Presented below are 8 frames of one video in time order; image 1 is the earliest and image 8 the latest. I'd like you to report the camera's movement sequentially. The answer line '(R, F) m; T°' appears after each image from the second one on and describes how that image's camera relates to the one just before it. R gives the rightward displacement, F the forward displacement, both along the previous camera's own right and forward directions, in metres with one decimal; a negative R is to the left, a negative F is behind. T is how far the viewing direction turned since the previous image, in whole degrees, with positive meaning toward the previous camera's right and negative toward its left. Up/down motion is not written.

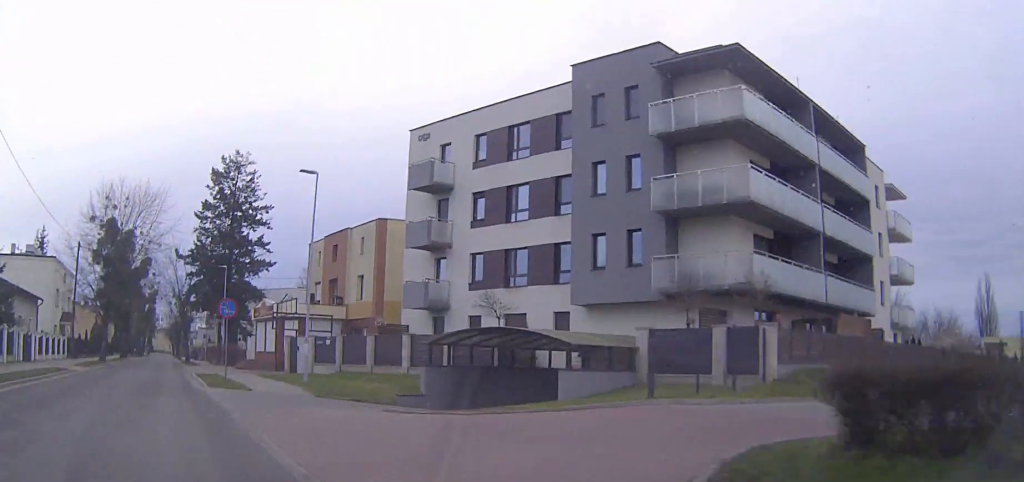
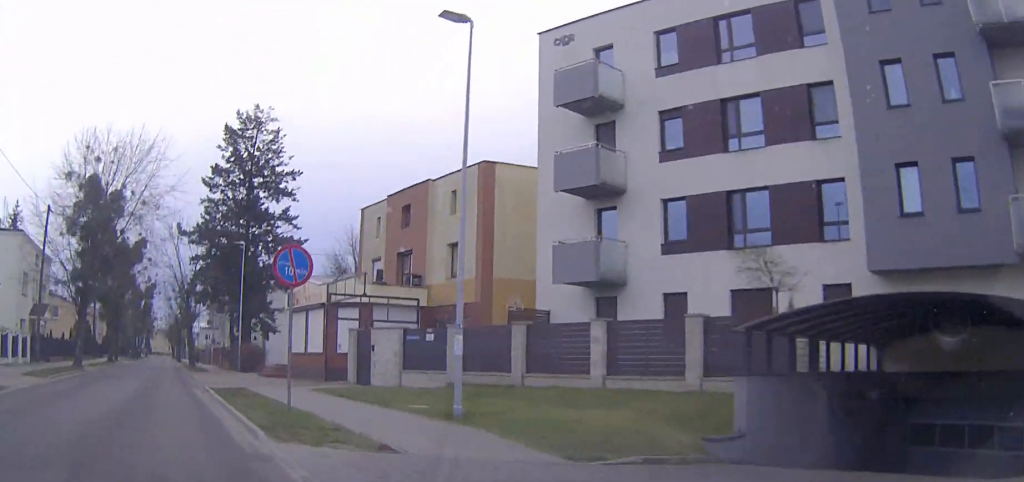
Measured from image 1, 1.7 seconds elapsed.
(-0.1, +15.0) m; 0°
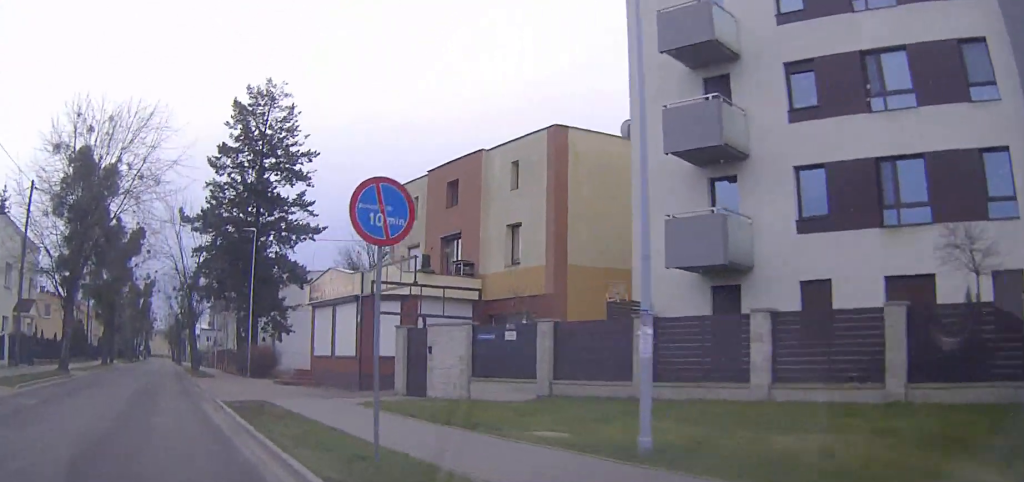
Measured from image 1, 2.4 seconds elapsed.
(0.0, +5.8) m; 0°
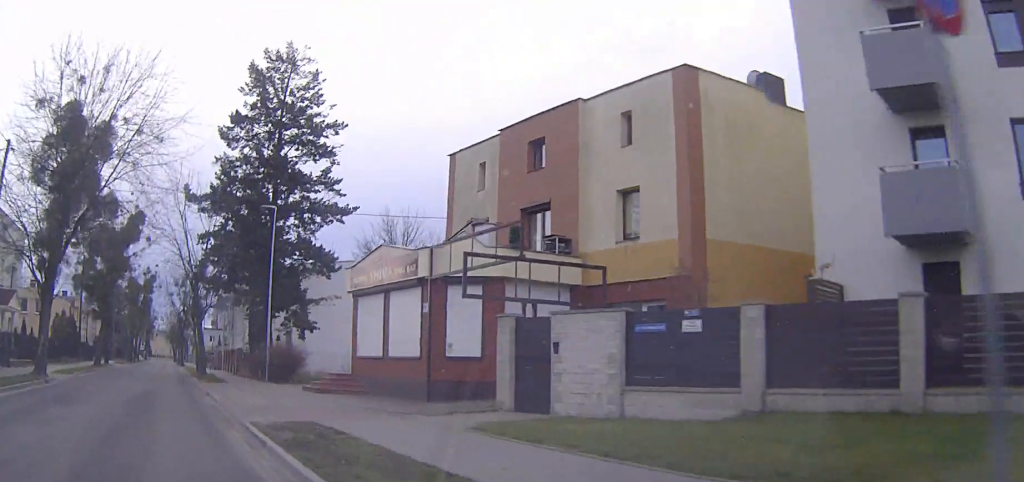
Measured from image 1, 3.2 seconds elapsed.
(0.0, +6.9) m; 0°
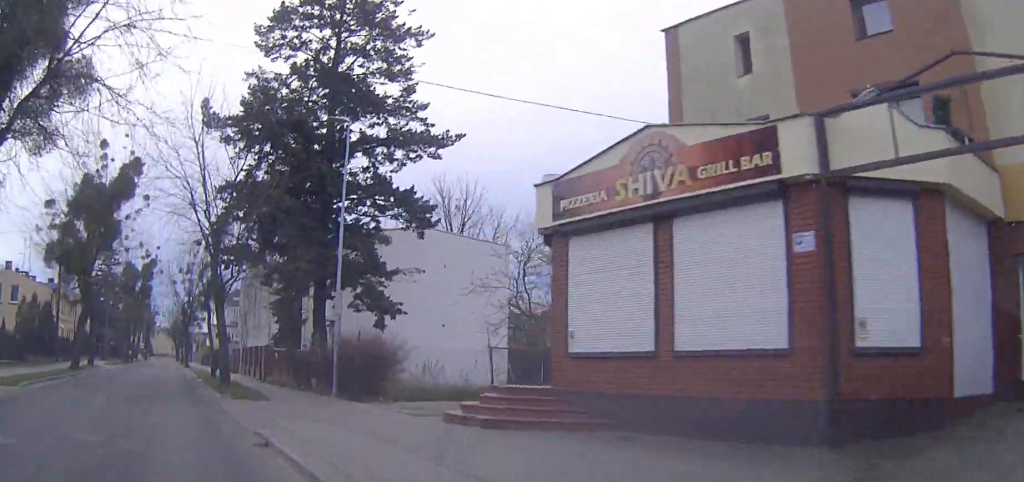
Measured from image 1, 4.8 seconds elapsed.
(0.0, +13.6) m; -1°
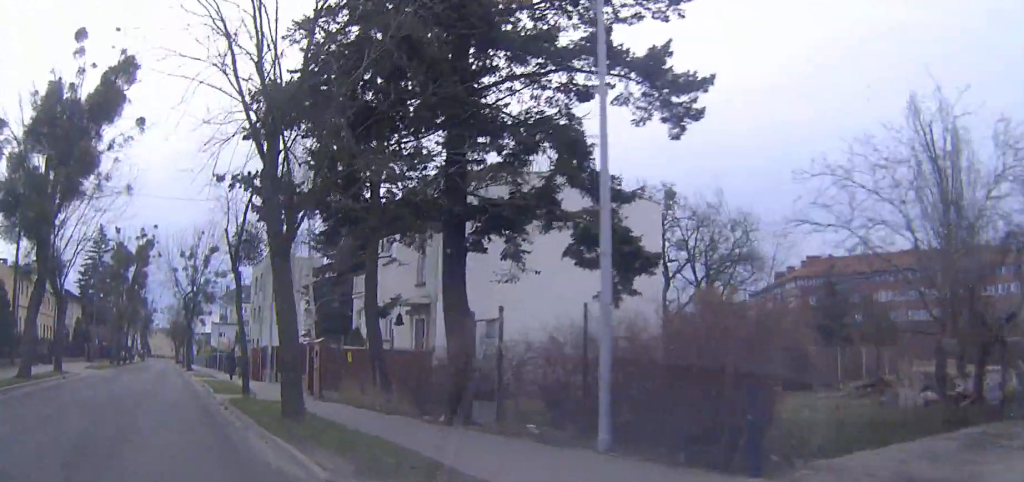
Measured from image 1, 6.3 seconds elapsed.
(0.0, +13.6) m; +1°
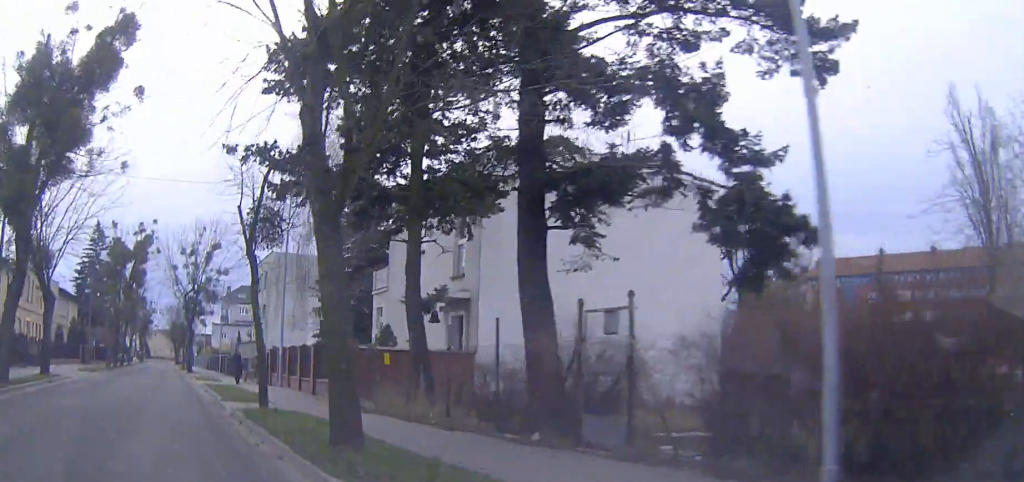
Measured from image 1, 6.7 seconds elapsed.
(0.0, +3.5) m; 0°
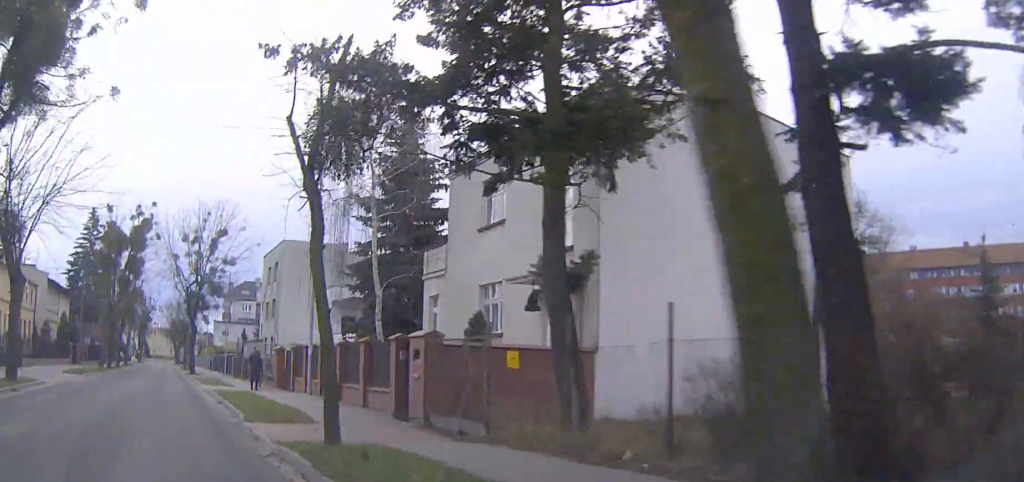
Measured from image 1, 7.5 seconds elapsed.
(0.0, +6.4) m; -1°
